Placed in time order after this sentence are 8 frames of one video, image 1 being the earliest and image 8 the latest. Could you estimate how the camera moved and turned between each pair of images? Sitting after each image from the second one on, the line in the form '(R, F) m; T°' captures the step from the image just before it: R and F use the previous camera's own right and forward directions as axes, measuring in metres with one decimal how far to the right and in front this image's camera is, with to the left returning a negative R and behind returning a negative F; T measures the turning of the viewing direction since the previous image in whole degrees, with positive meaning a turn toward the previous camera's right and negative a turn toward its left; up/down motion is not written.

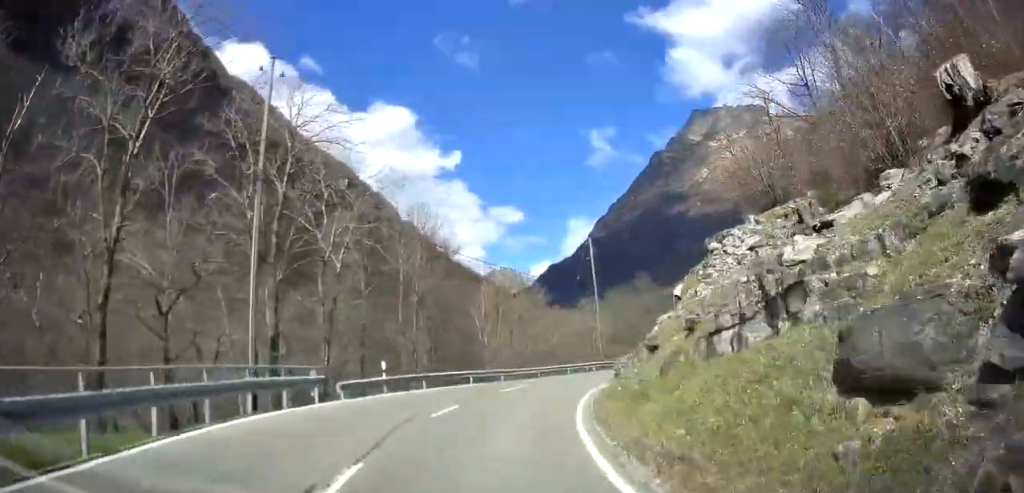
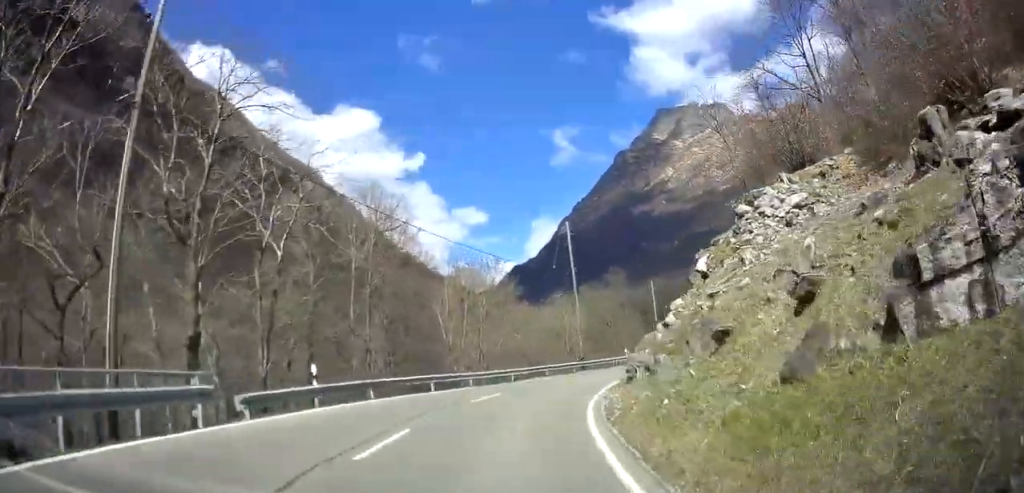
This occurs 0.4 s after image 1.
(-0.1, +5.5) m; +1°
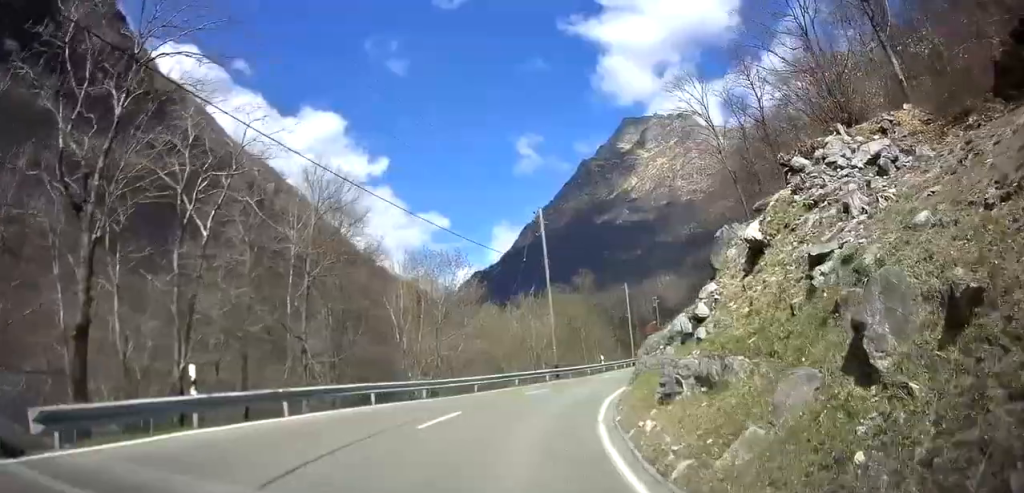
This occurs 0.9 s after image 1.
(+0.3, +5.4) m; +2°
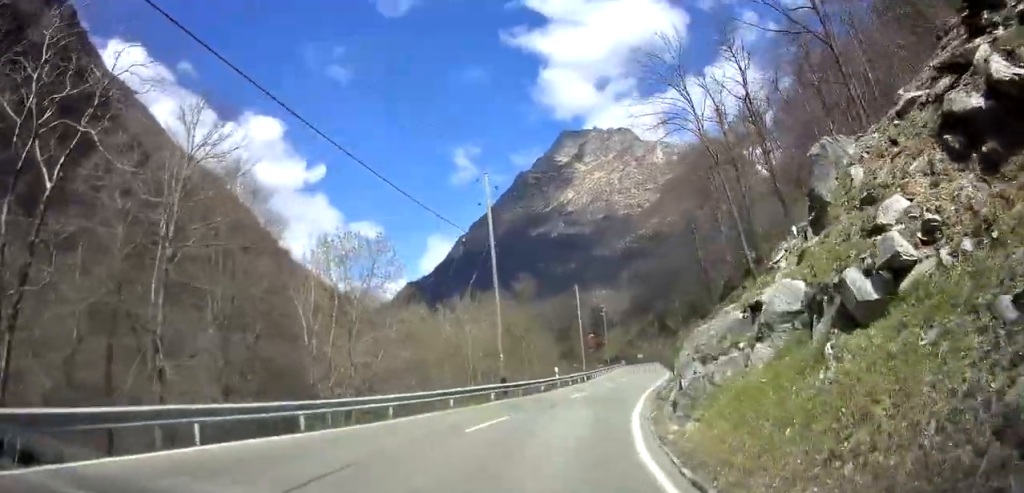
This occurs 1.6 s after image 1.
(+0.3, +8.7) m; +4°
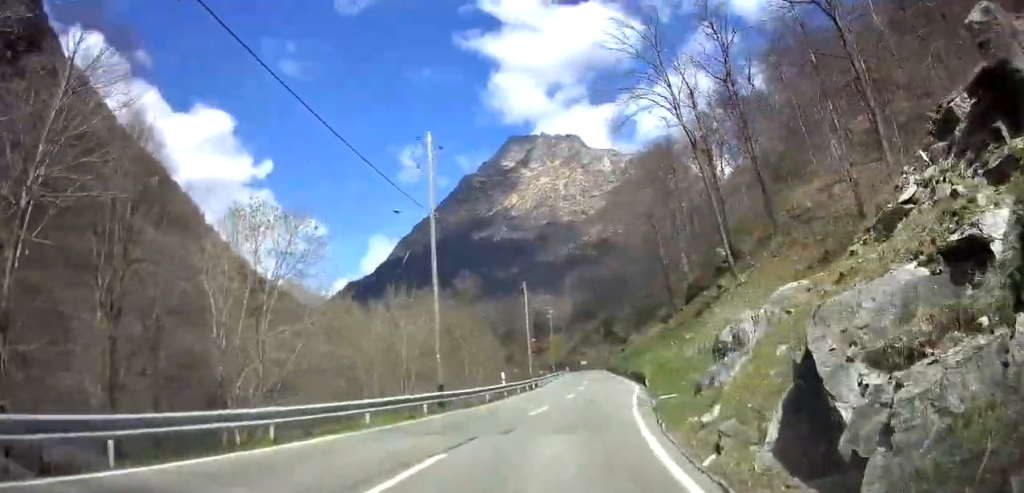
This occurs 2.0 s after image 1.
(-0.1, +5.4) m; +3°
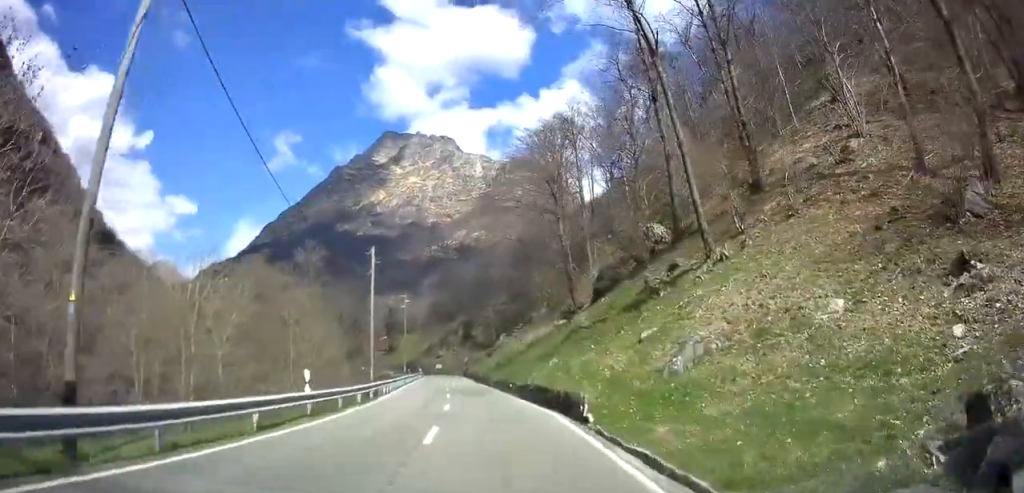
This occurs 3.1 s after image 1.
(+1.4, +14.1) m; +15°
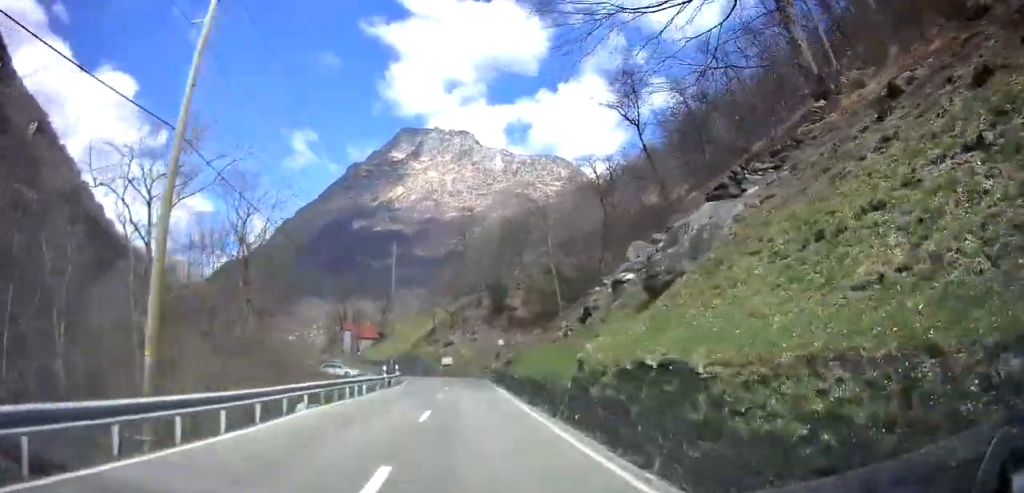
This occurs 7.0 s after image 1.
(+1.8, +57.6) m; -2°
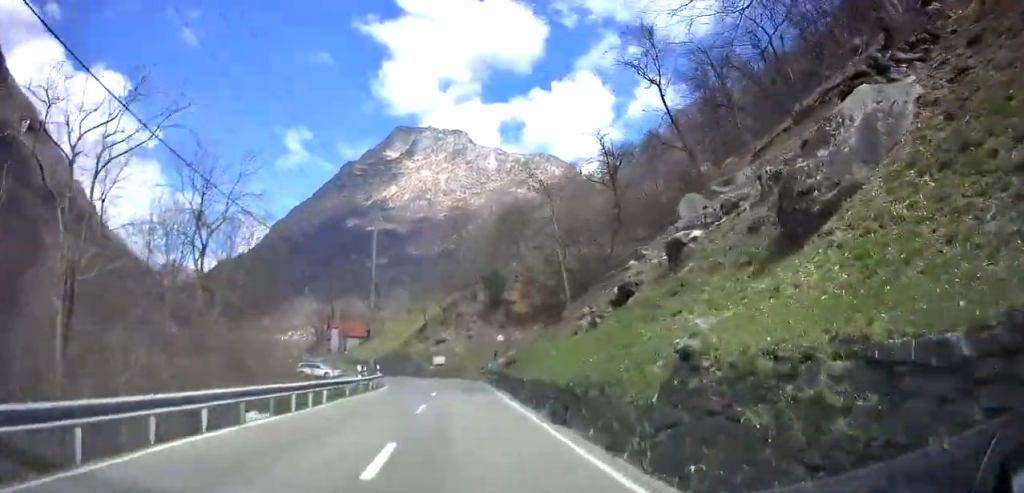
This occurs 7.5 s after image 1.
(0.0, +6.5) m; 0°
